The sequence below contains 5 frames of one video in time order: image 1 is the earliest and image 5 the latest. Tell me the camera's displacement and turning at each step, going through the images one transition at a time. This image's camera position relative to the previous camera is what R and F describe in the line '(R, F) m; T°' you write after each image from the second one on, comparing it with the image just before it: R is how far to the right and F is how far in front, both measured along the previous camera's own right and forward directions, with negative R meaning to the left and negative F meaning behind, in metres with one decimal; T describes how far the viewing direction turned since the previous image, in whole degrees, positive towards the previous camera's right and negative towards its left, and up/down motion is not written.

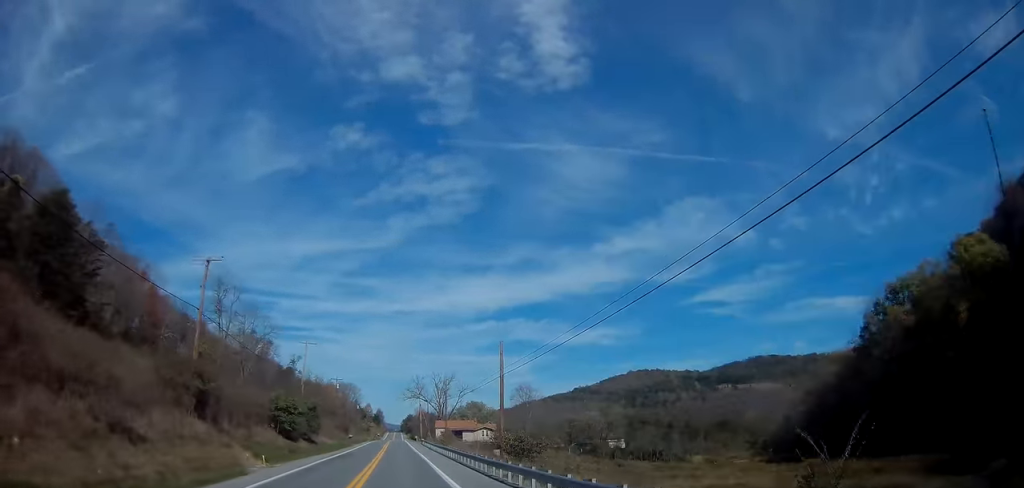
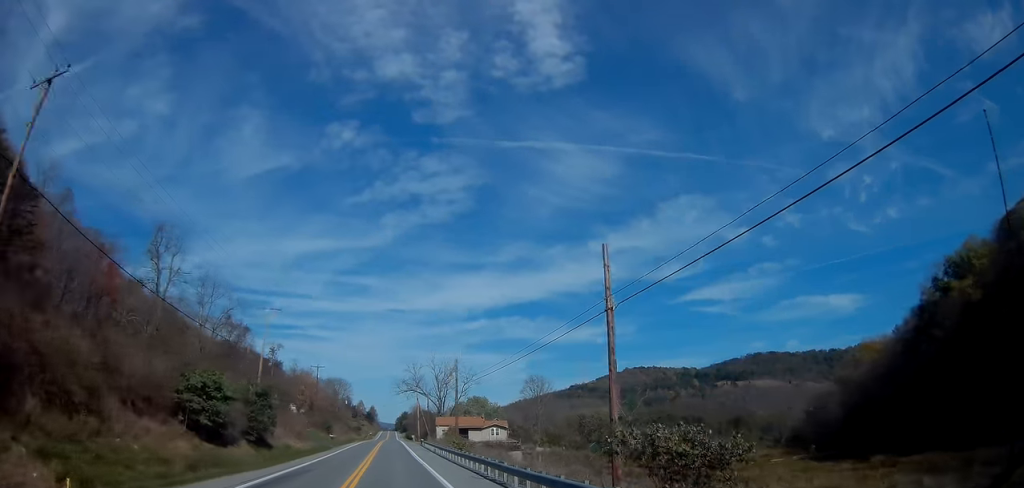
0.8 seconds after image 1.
(-0.1, +19.5) m; 0°
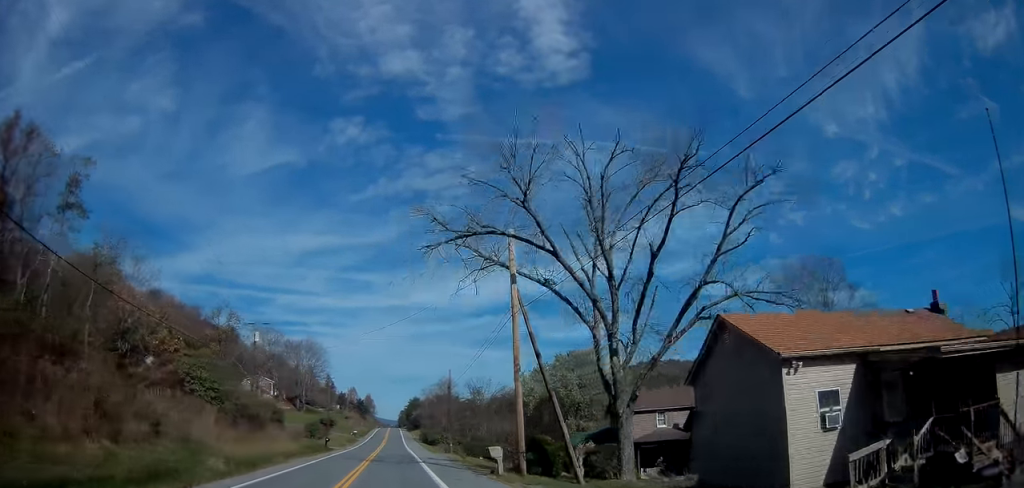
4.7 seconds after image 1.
(+0.6, +97.2) m; 0°
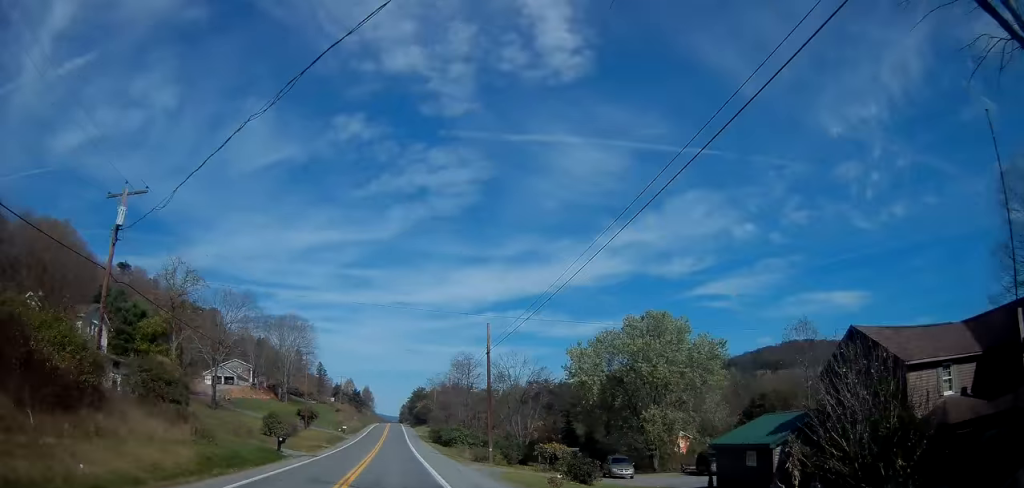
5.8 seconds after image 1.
(0.0, +26.9) m; 0°
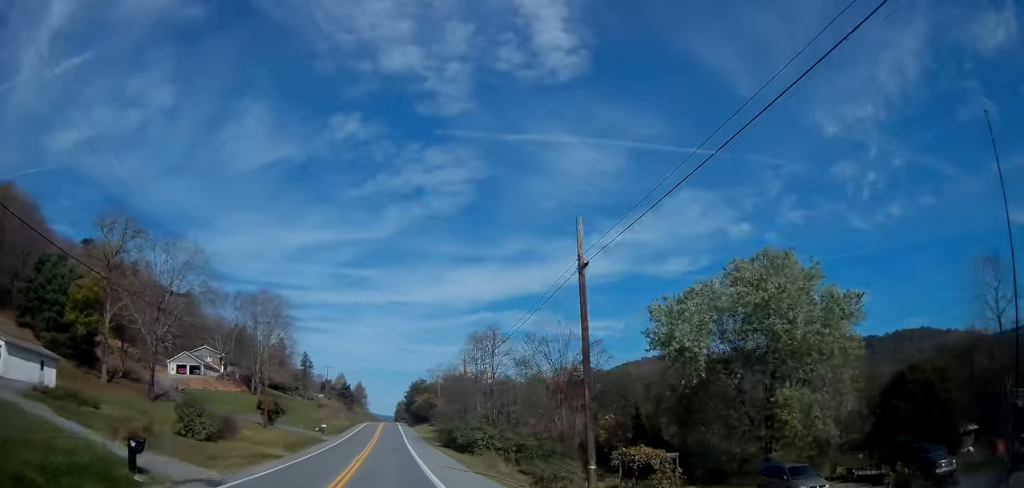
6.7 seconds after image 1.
(0.0, +21.9) m; +1°
